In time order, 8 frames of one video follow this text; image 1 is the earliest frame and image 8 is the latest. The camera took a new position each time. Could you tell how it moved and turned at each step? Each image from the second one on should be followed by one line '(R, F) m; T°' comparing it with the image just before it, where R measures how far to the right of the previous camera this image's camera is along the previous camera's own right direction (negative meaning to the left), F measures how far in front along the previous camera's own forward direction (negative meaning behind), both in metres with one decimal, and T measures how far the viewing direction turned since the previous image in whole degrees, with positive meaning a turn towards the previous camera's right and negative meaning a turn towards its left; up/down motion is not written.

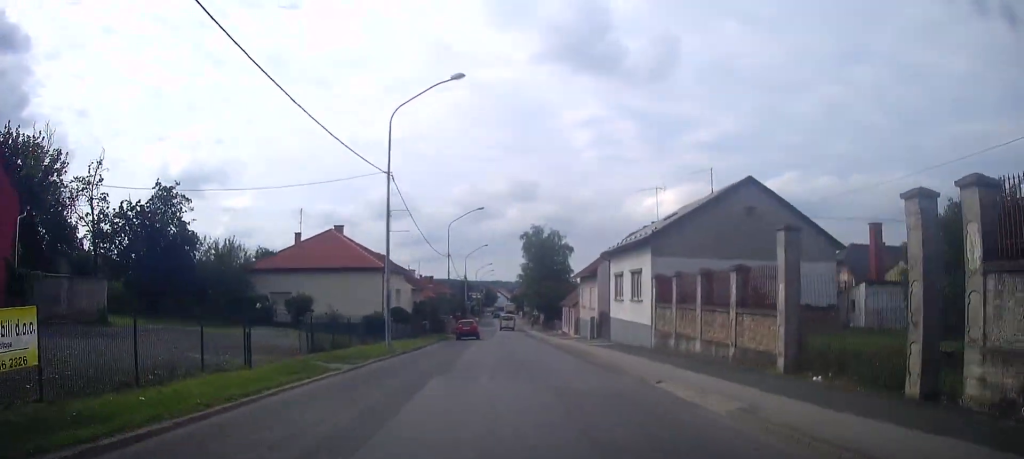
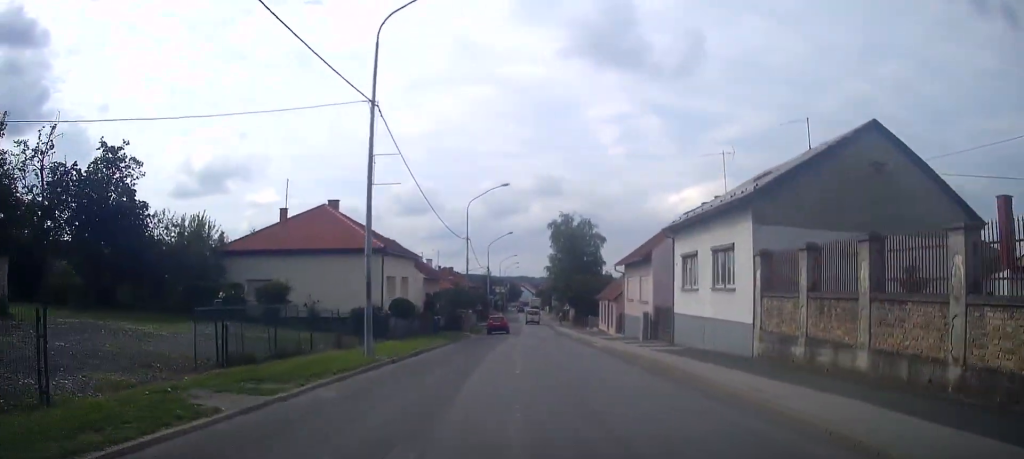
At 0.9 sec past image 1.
(-0.1, +8.3) m; -1°
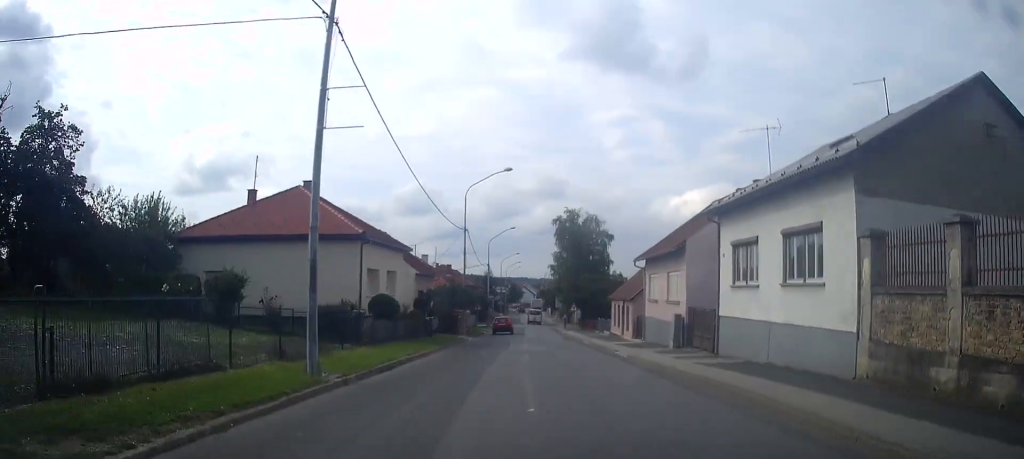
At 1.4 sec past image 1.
(0.0, +5.6) m; 0°
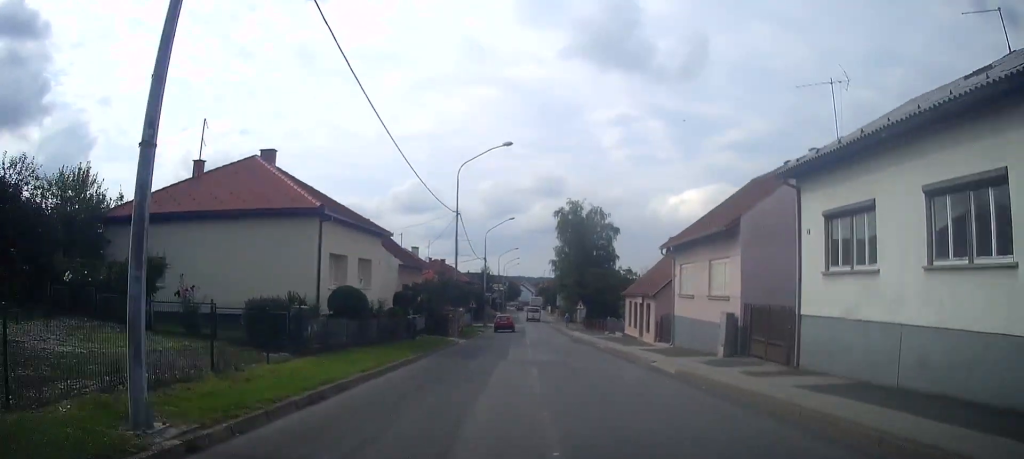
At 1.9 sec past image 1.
(0.0, +6.1) m; 0°
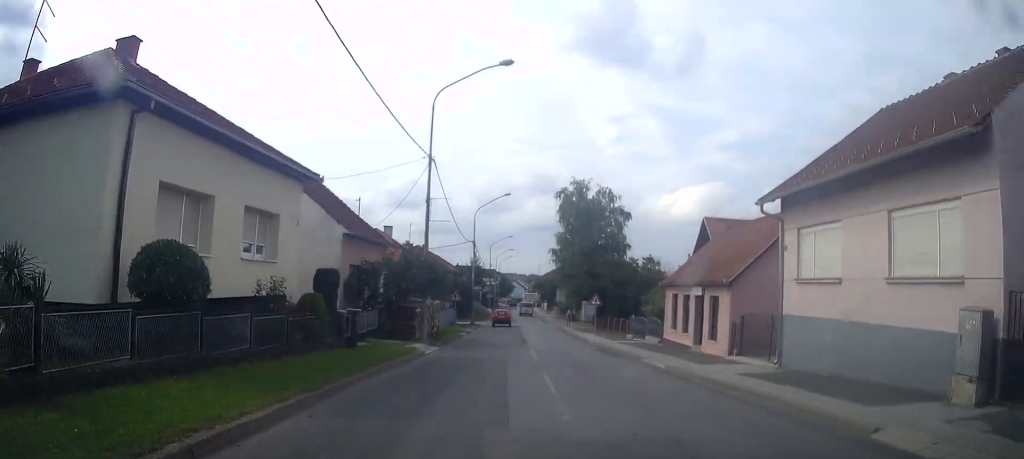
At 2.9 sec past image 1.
(+0.1, +11.7) m; +1°
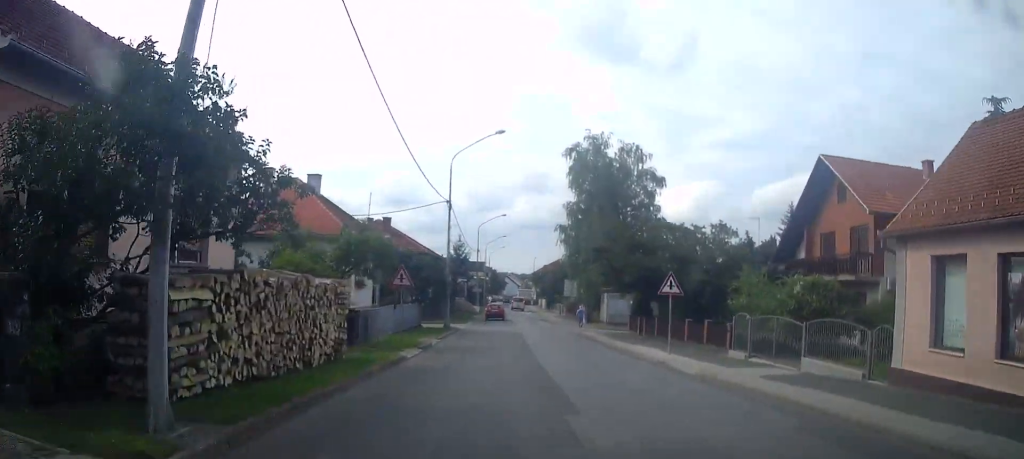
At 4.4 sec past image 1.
(+0.6, +19.2) m; +2°
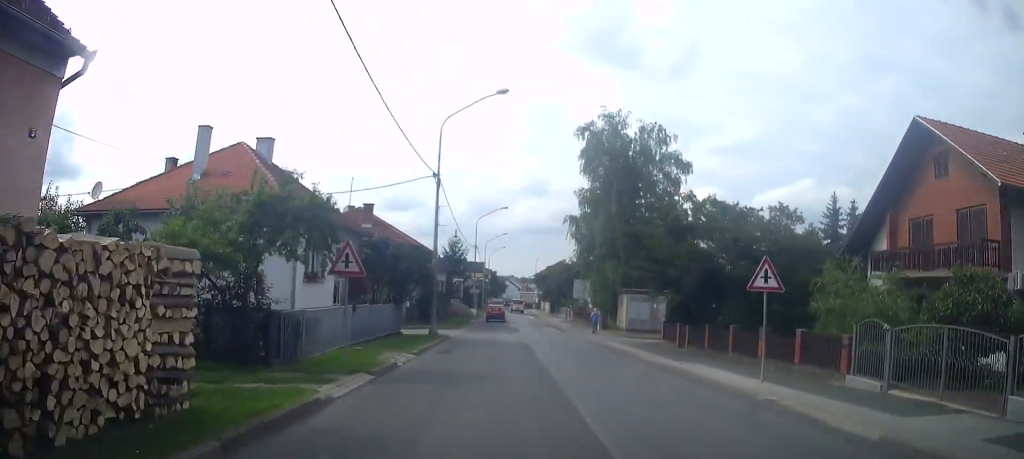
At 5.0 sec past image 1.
(+0.1, +7.7) m; 0°
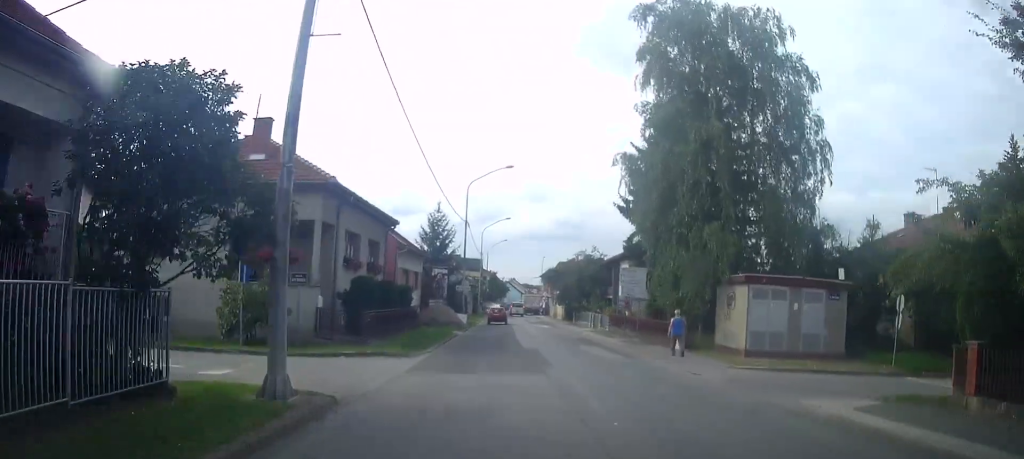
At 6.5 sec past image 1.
(-0.6, +20.5) m; -1°
